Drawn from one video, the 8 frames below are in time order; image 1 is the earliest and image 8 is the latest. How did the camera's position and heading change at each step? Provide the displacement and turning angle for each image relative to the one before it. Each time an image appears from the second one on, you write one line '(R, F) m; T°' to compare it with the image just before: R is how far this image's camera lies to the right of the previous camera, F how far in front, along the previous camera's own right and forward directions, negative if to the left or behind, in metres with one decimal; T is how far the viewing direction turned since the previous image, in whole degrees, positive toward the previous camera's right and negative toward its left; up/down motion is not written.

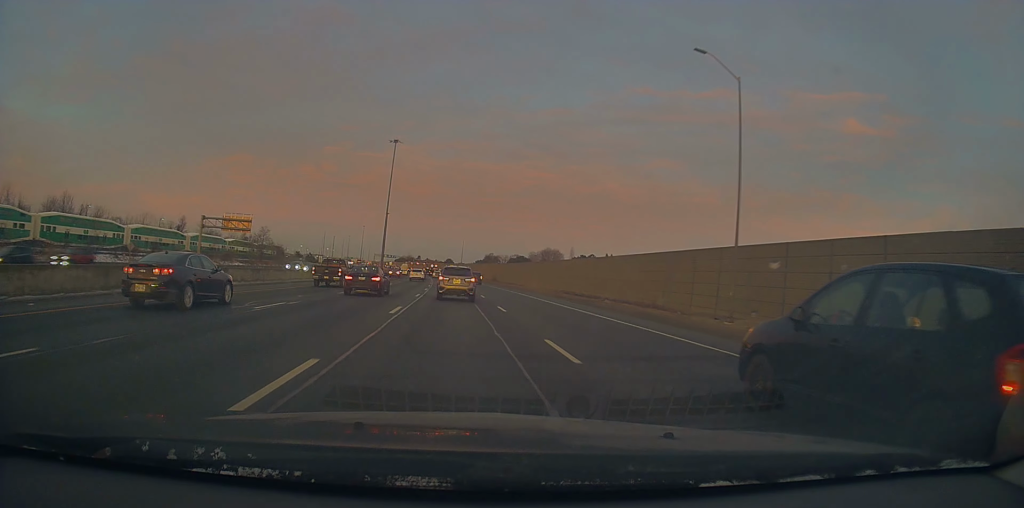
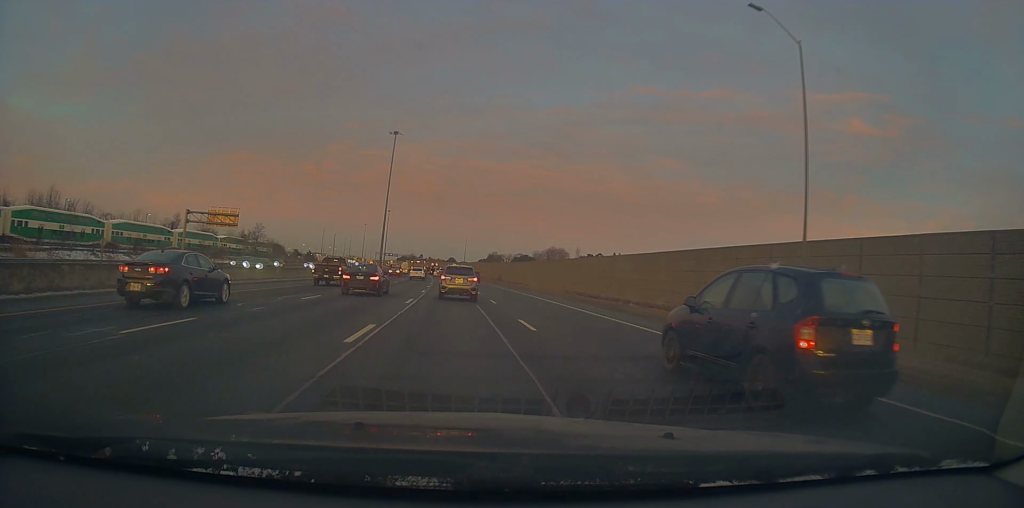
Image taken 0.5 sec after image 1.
(0.0, +7.0) m; -1°
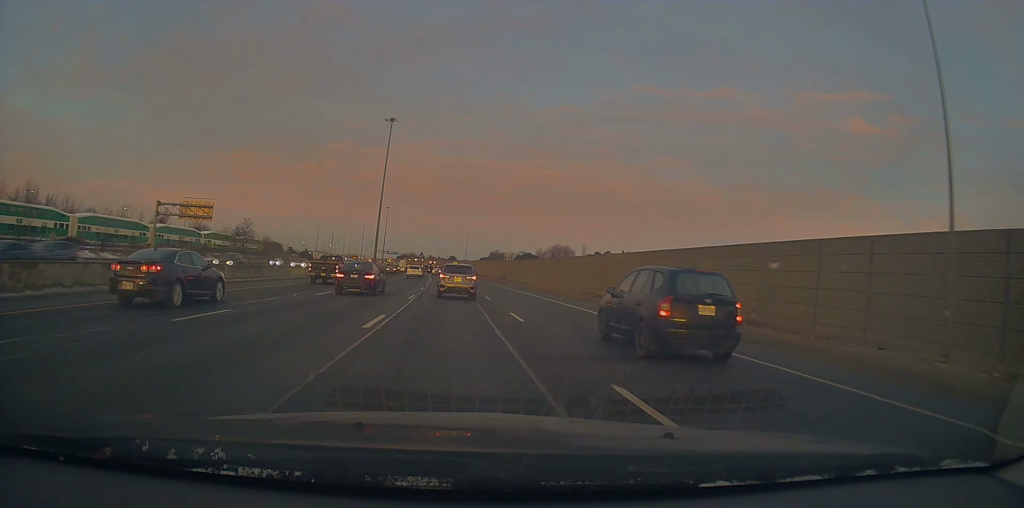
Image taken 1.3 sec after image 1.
(-0.3, +10.1) m; -2°
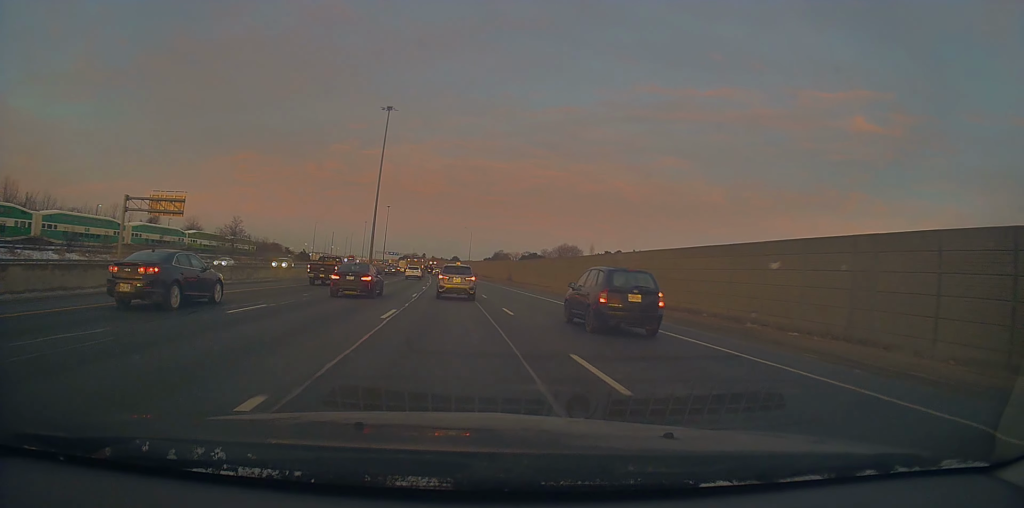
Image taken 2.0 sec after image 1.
(0.0, +9.6) m; 0°
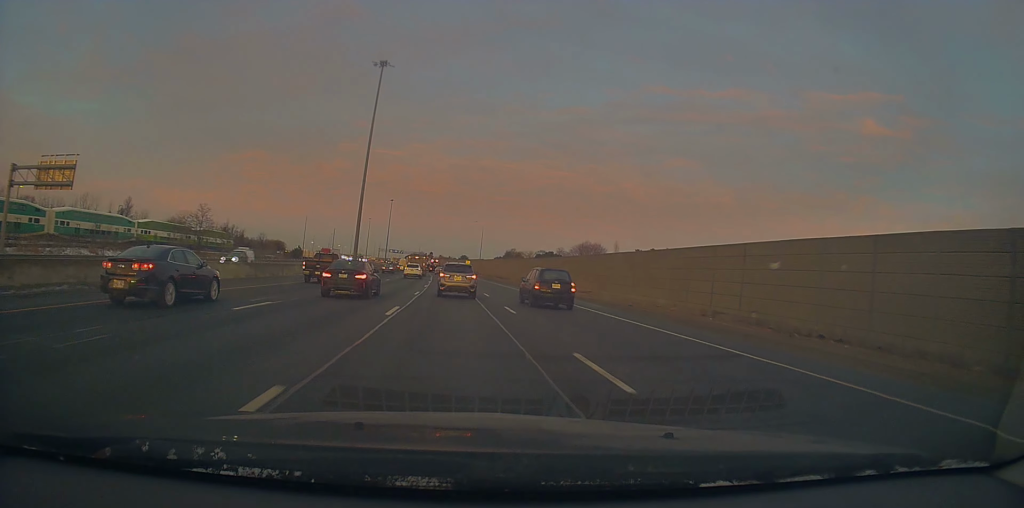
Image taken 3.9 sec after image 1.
(+0.5, +24.2) m; +2°
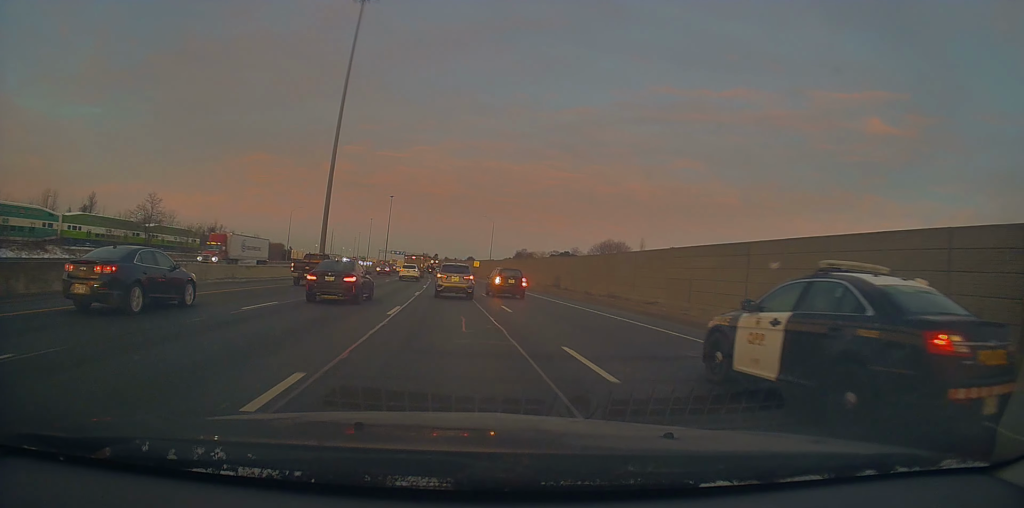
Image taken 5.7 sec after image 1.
(-0.4, +23.3) m; -2°
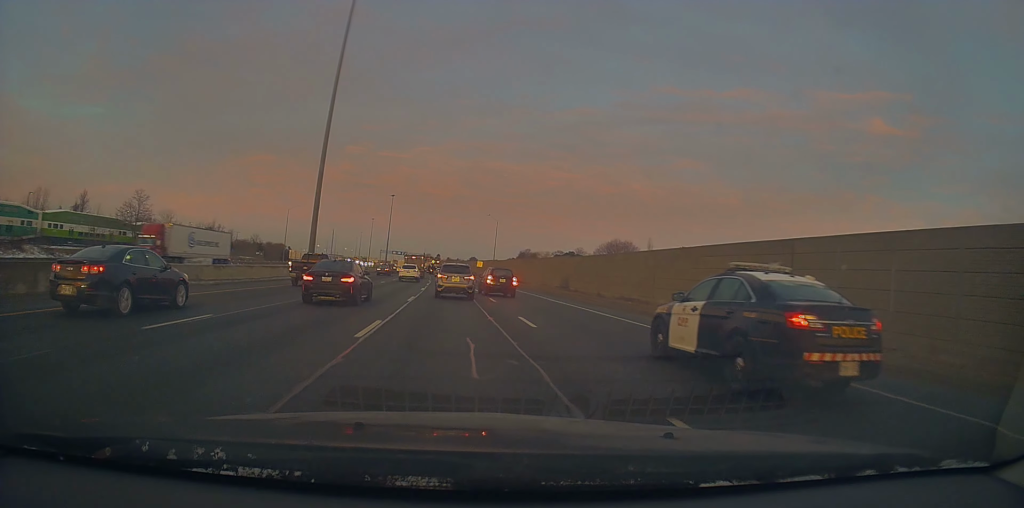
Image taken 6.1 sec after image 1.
(0.0, +5.2) m; 0°
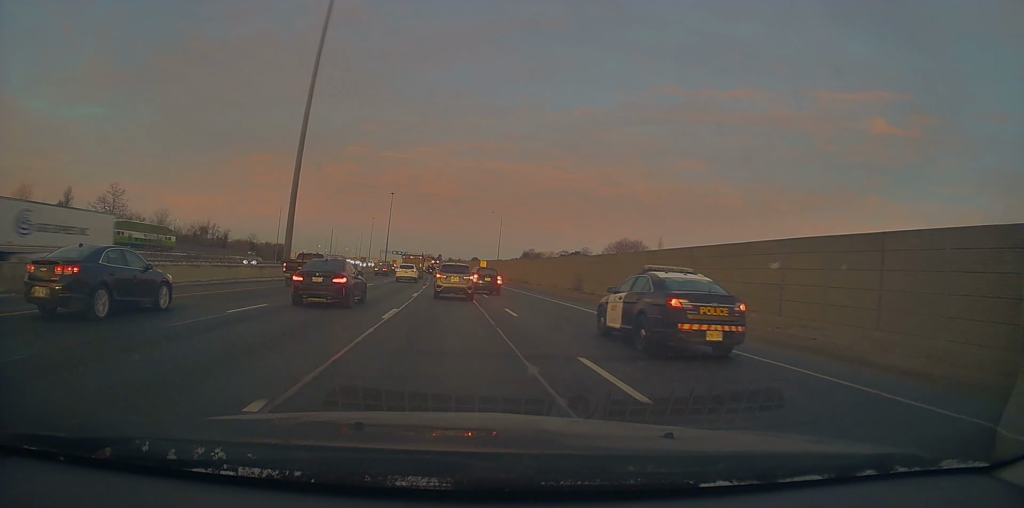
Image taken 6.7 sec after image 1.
(0.0, +8.2) m; 0°
